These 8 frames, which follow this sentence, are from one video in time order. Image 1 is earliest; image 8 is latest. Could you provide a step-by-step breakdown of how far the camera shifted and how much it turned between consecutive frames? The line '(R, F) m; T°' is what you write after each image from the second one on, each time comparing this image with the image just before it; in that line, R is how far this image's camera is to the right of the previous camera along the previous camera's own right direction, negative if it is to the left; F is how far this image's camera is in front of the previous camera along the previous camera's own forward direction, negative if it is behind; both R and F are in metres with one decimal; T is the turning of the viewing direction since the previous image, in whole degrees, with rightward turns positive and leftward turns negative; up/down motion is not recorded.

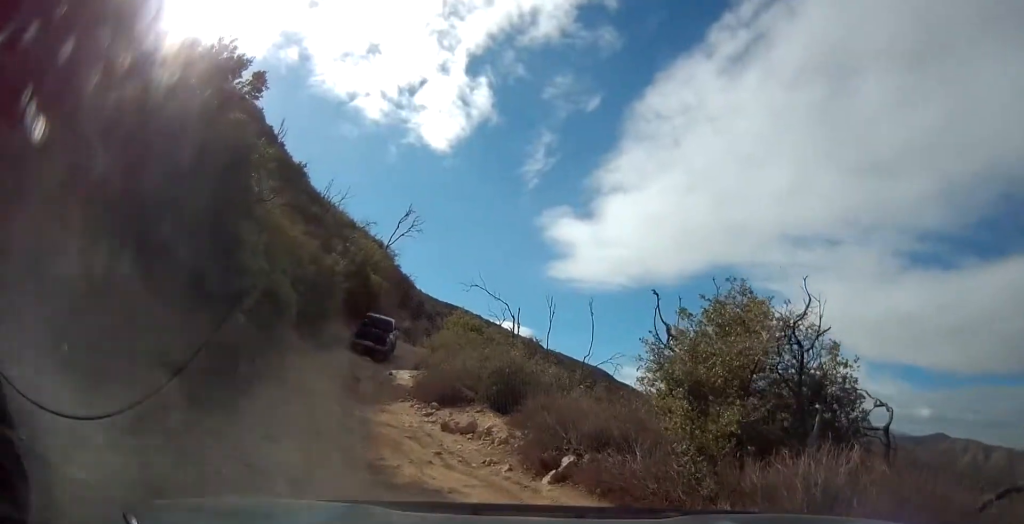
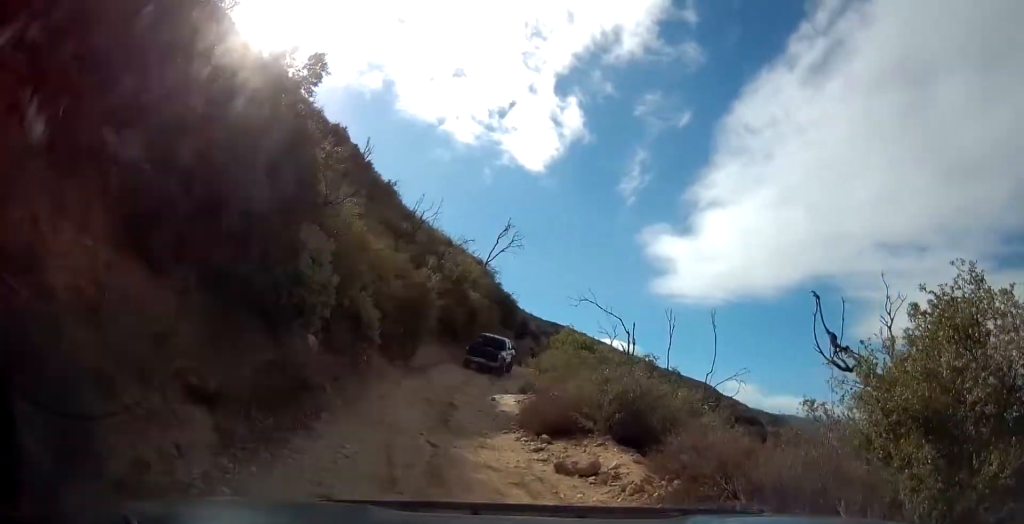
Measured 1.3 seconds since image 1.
(-0.3, +1.9) m; -25°
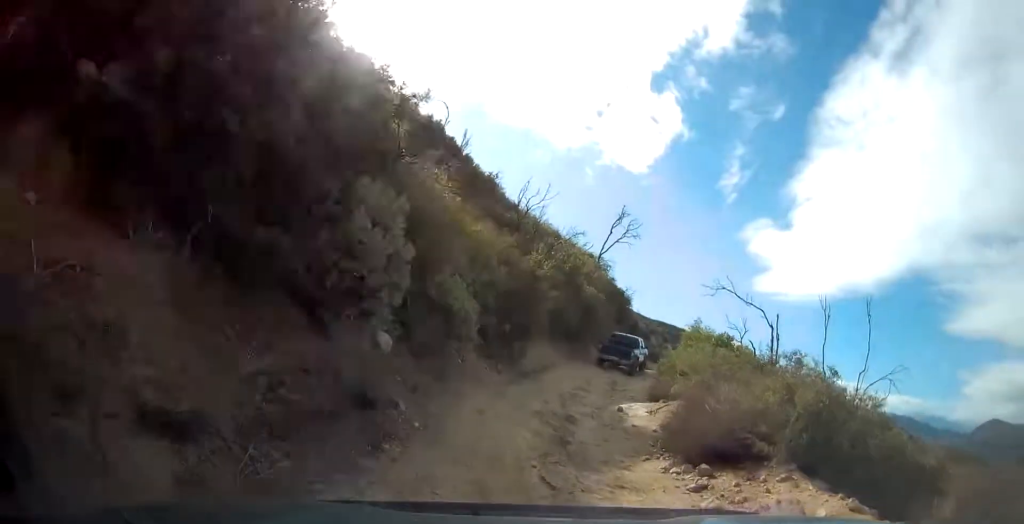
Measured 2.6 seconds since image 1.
(-0.3, +2.8) m; -5°
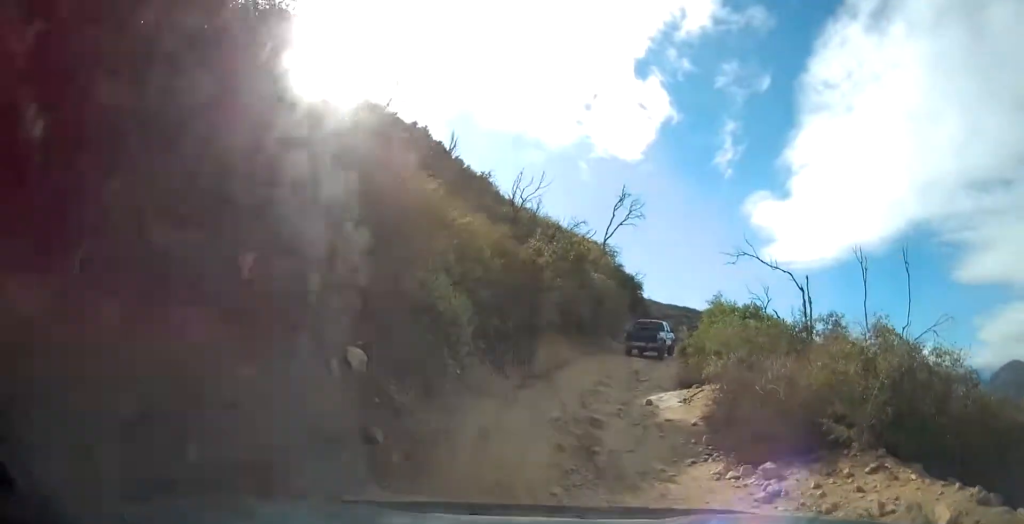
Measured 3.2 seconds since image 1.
(0.0, +1.8) m; +2°
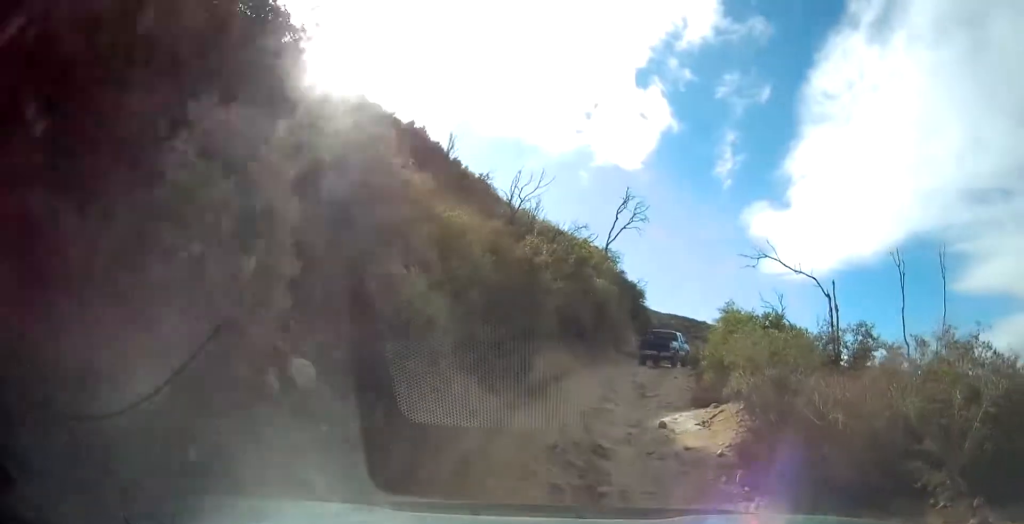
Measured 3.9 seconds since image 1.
(+0.1, +1.9) m; -1°
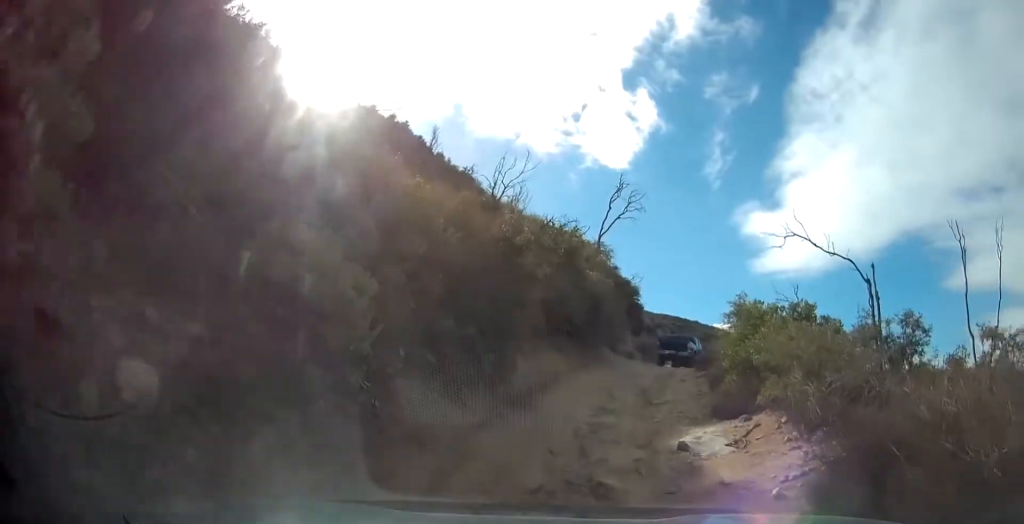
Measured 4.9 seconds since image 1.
(-0.1, +2.8) m; 0°
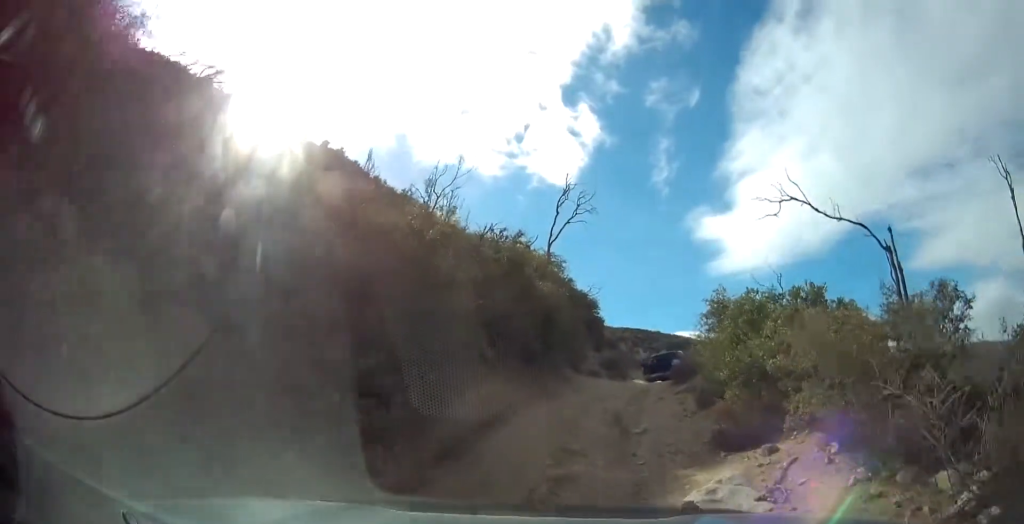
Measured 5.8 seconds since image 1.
(0.0, +2.9) m; +5°
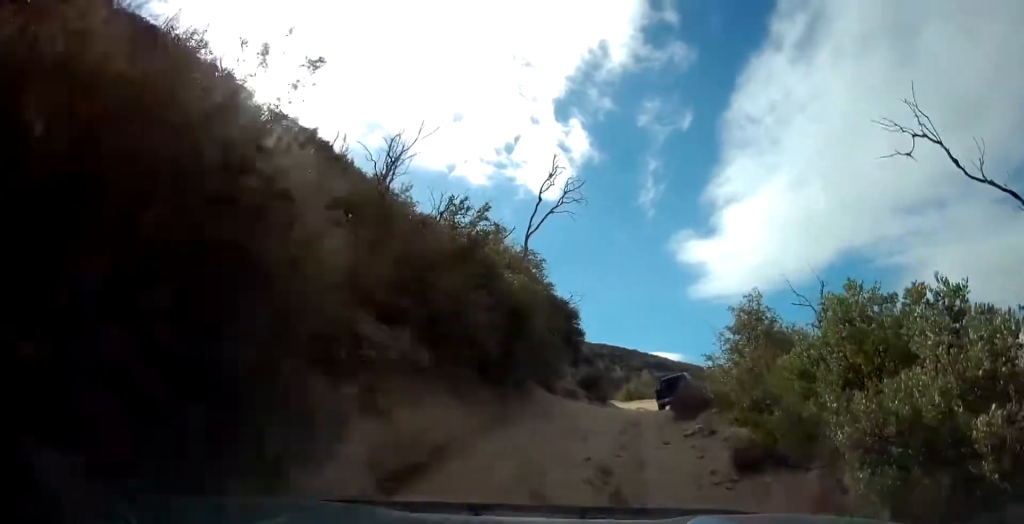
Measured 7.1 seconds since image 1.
(+0.4, +4.6) m; +4°
